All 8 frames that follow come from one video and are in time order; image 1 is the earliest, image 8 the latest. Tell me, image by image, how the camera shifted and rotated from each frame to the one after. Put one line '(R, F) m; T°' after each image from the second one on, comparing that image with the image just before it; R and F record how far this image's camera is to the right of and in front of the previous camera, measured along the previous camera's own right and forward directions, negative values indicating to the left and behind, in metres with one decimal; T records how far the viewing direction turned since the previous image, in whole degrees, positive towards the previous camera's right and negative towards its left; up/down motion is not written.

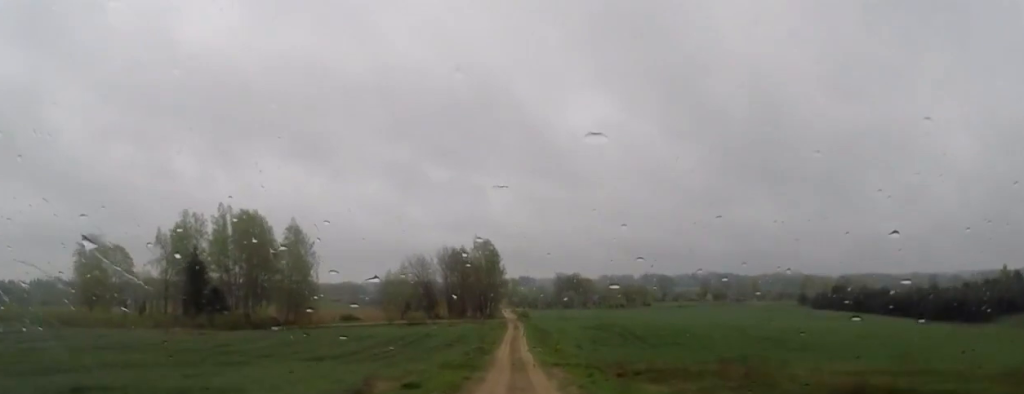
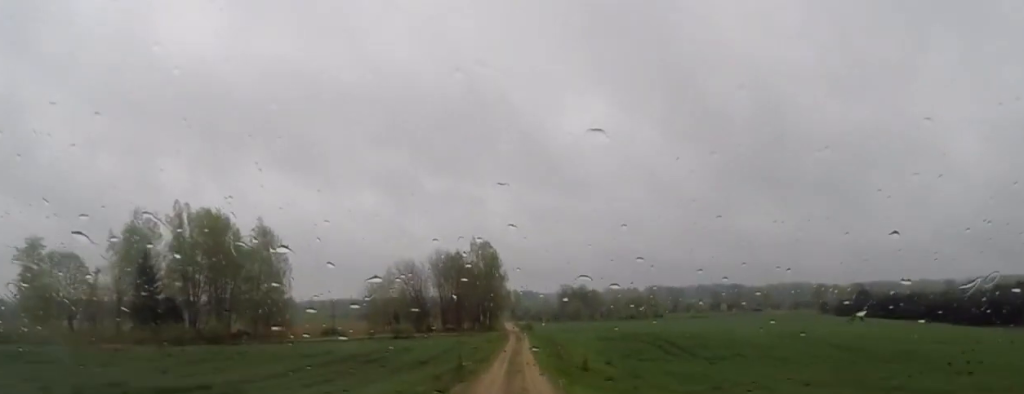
(-0.2, +20.2) m; -1°
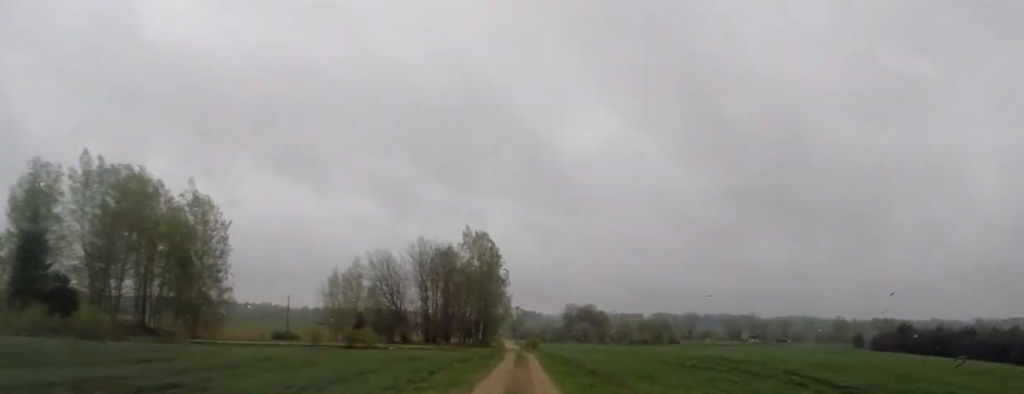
(0.0, +30.9) m; 0°
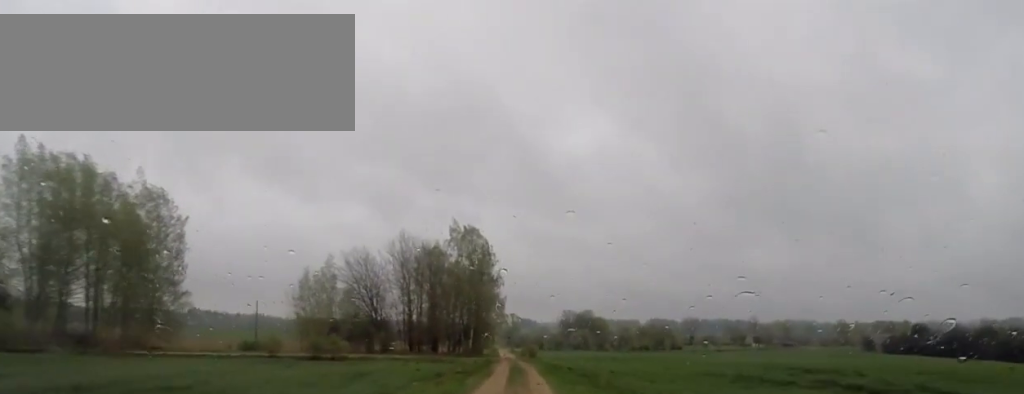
(0.0, +12.9) m; 0°
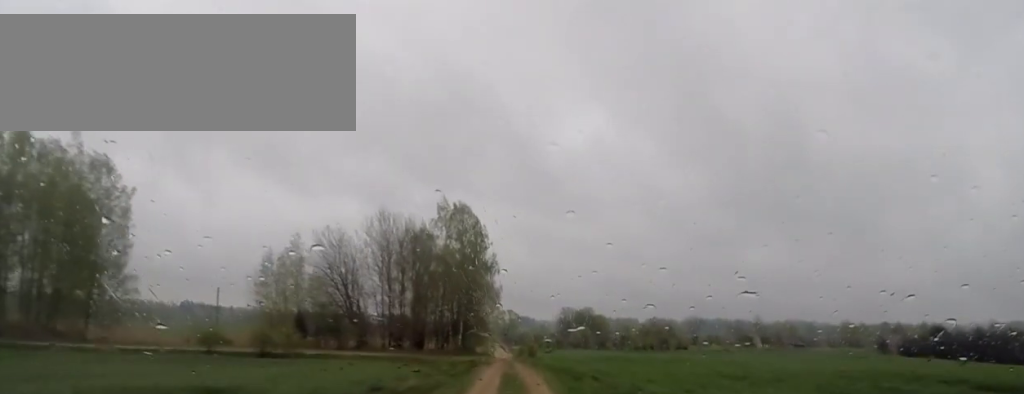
(-0.1, +14.2) m; +2°
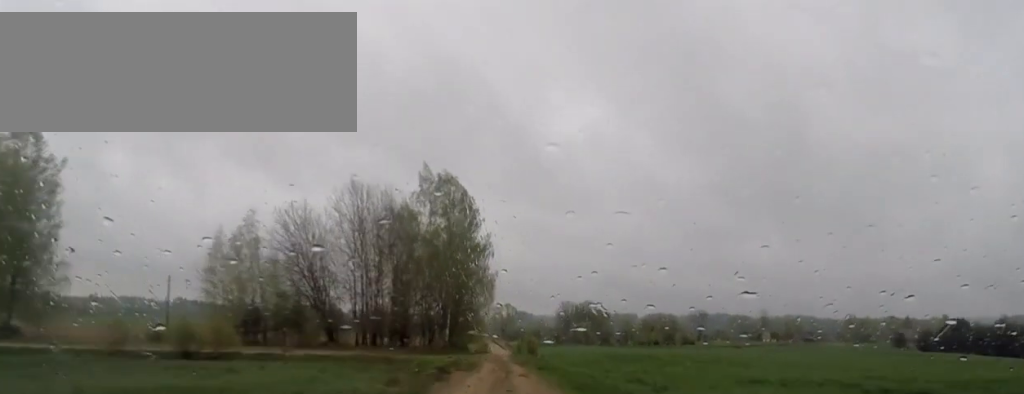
(+0.1, +14.6) m; +1°
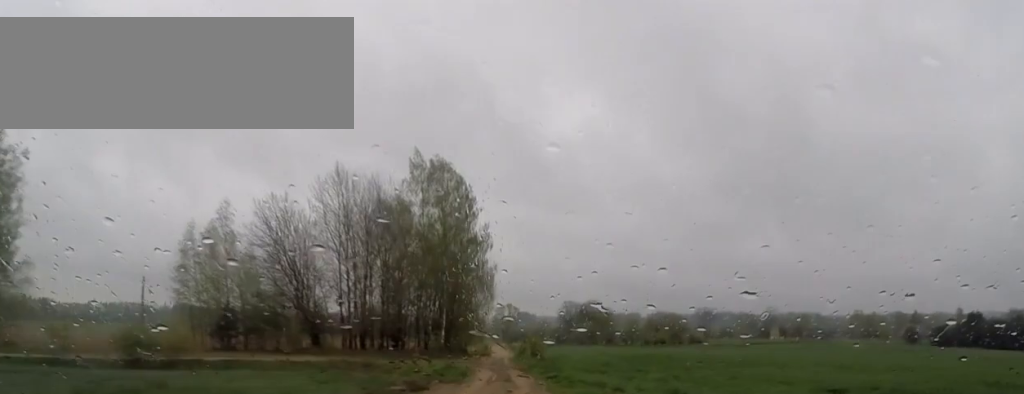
(+0.7, +7.4) m; -1°
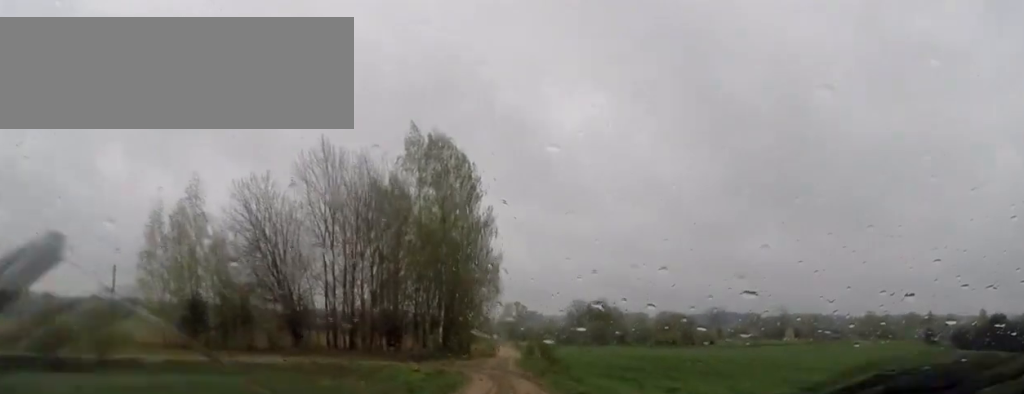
(+0.3, +8.9) m; -1°
